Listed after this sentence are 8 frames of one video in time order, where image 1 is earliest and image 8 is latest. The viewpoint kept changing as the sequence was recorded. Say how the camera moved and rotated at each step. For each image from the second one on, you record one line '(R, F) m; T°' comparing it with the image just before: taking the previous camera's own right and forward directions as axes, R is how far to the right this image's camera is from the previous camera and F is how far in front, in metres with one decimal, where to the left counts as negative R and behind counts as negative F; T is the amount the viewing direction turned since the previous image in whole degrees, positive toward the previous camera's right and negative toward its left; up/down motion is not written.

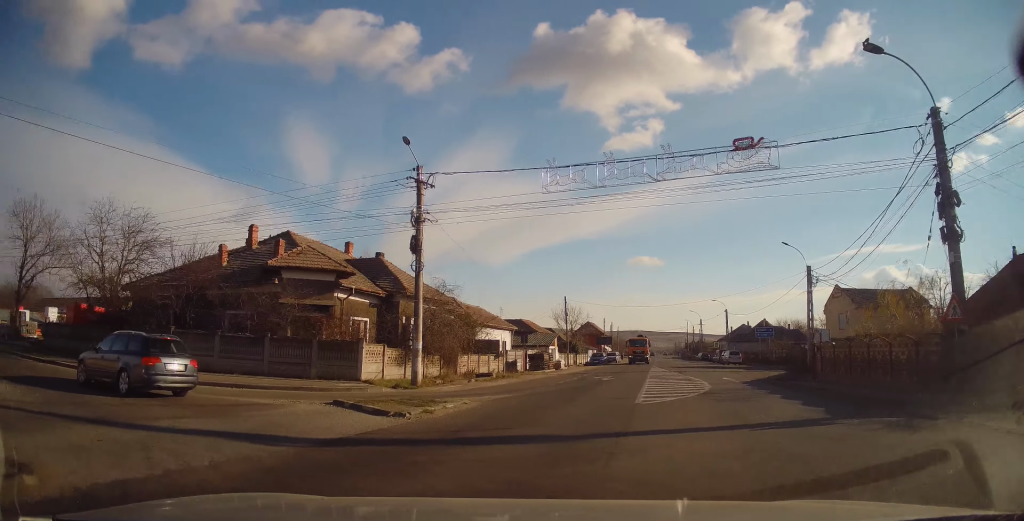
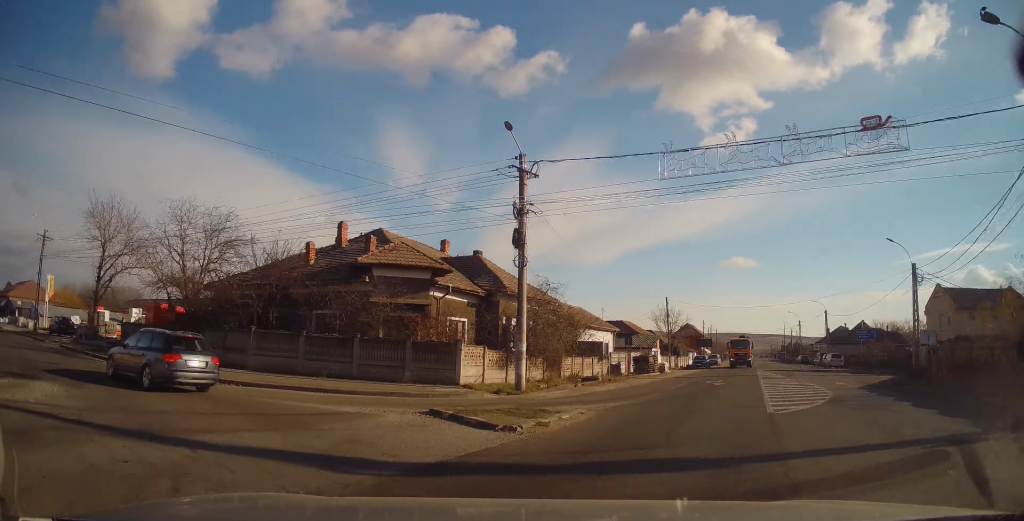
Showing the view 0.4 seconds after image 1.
(-0.1, +1.6) m; -7°
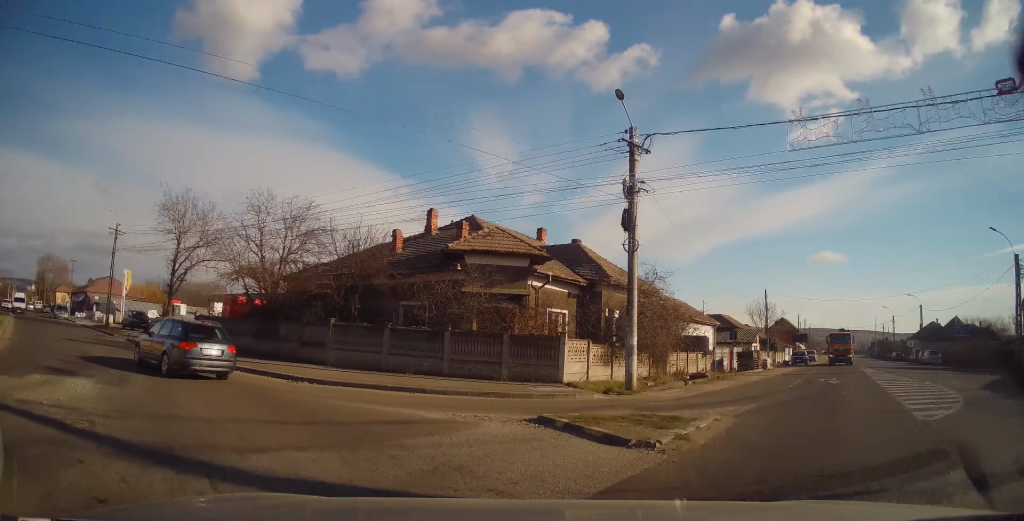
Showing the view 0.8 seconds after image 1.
(+0.1, +1.8) m; -8°
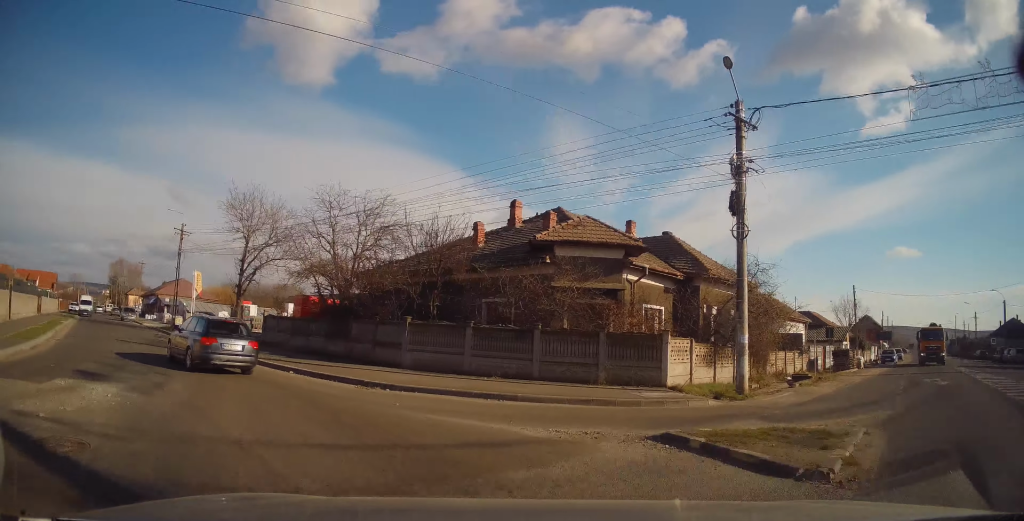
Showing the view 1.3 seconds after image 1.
(-0.1, +1.8) m; -8°
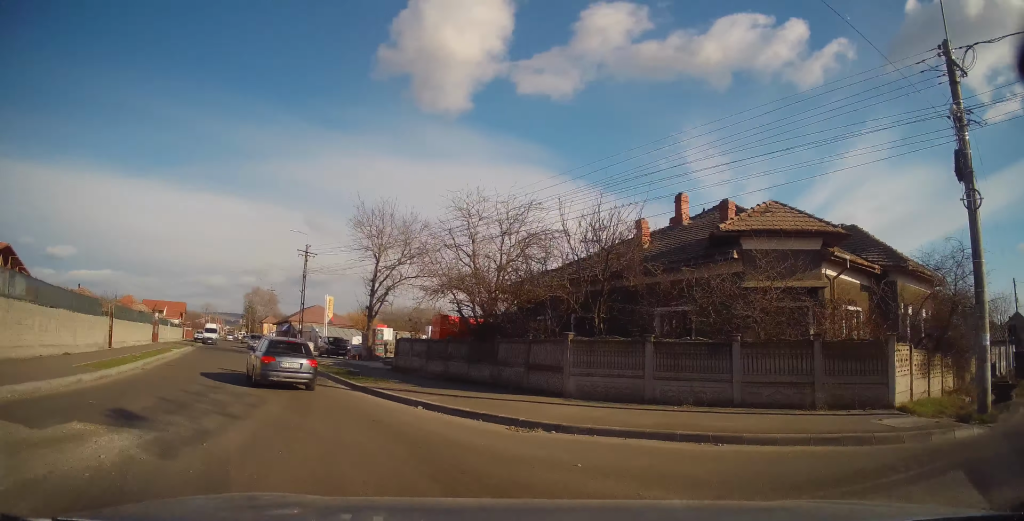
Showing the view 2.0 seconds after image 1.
(-0.5, +3.7) m; -14°
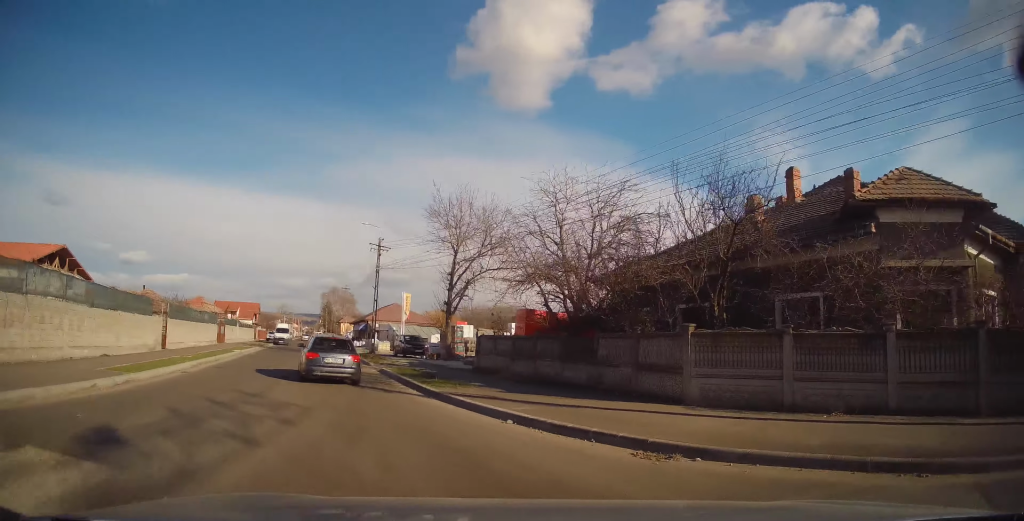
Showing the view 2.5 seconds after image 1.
(-0.3, +3.0) m; -6°
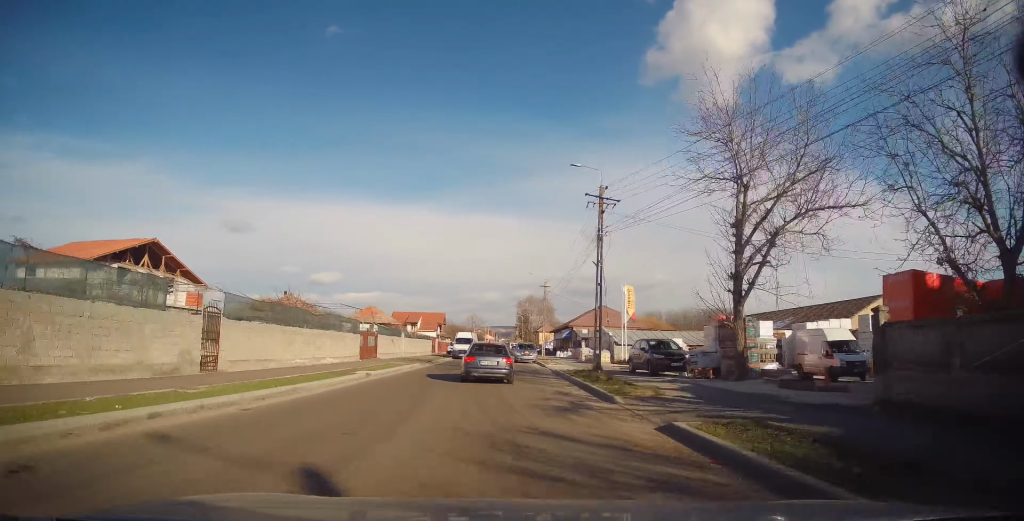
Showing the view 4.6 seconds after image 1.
(-2.1, +14.2) m; -12°
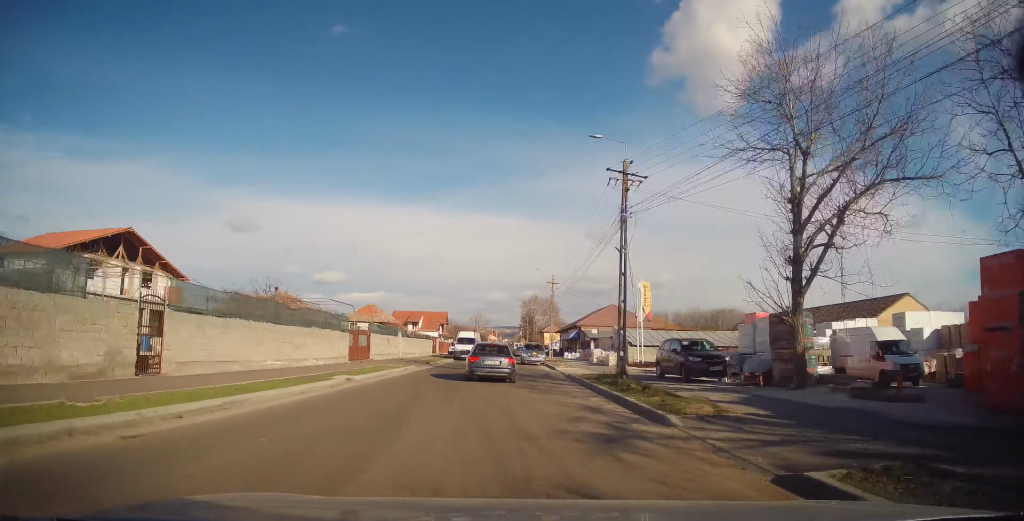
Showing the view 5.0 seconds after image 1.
(+0.1, +3.2) m; -1°
